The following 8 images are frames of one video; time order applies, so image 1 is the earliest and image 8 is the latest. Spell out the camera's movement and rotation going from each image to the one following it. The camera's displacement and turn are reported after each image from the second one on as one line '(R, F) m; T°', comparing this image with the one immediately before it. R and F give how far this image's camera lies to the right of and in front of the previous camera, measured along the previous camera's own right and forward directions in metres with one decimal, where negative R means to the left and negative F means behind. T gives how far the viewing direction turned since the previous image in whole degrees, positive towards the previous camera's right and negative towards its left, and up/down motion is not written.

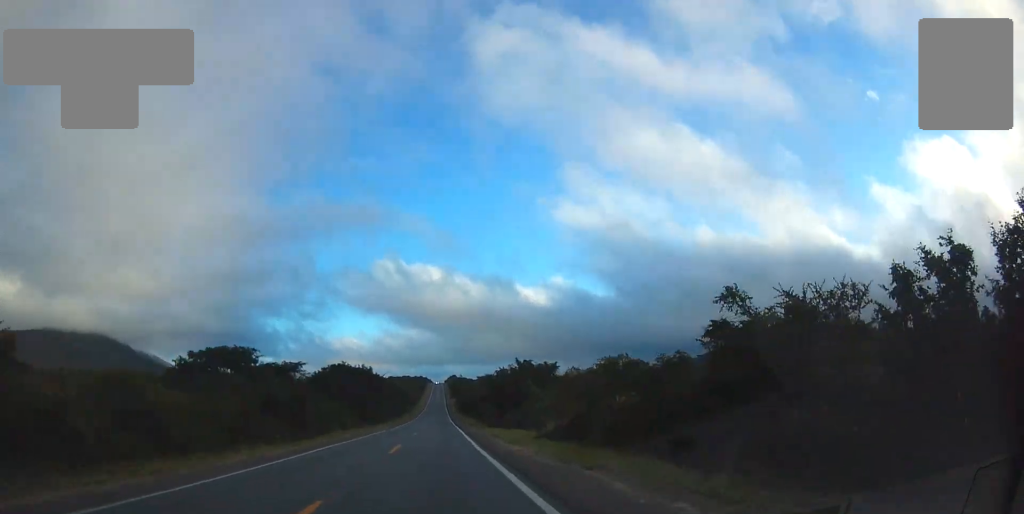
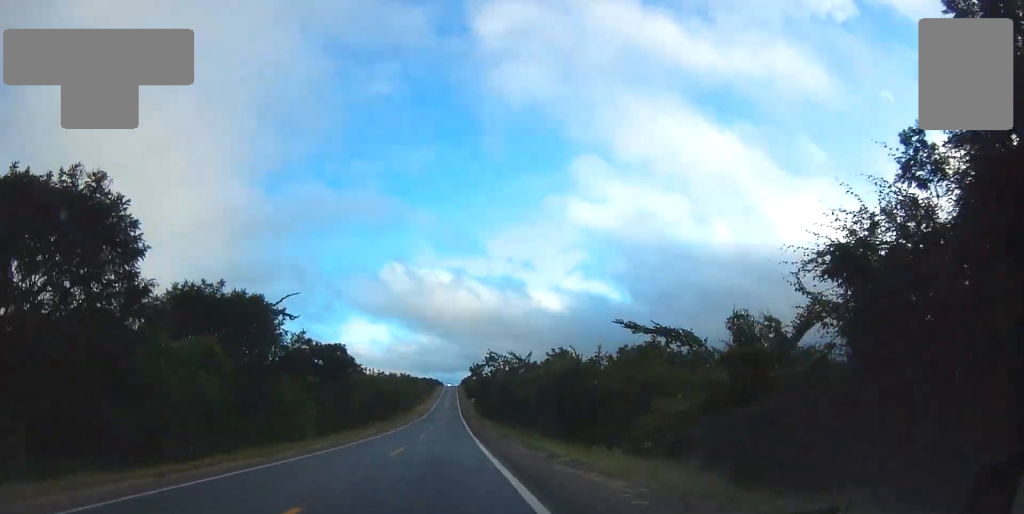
(+0.1, +65.5) m; 0°
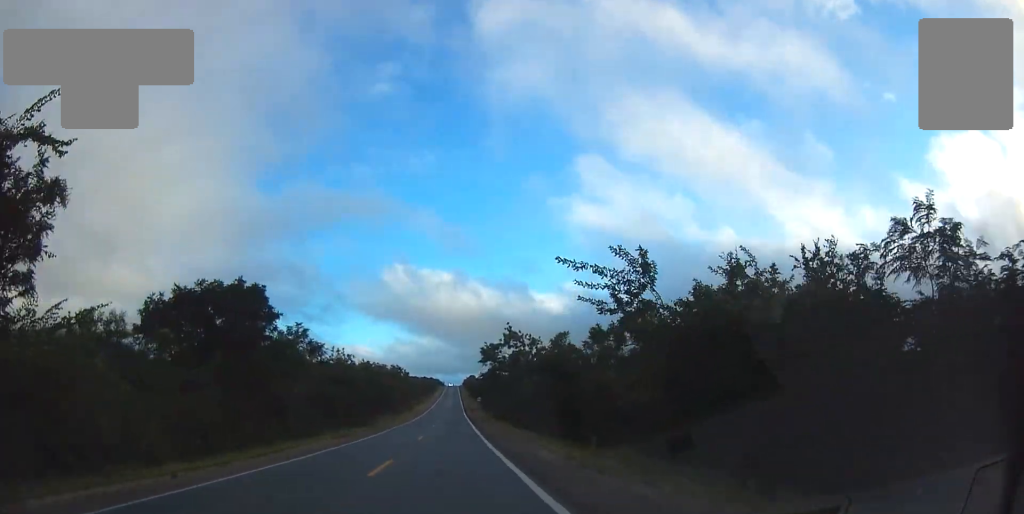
(-0.3, +23.1) m; -1°
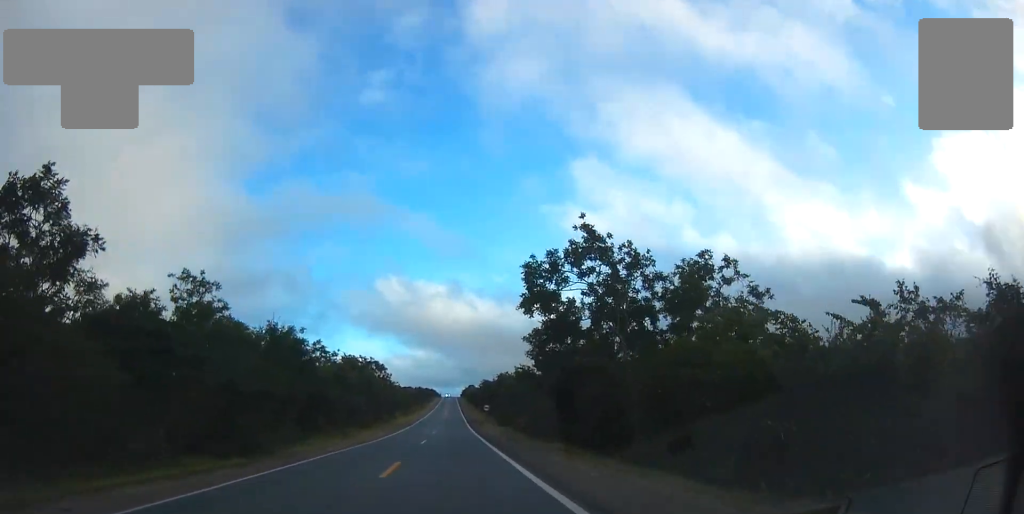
(-0.1, +31.9) m; 0°
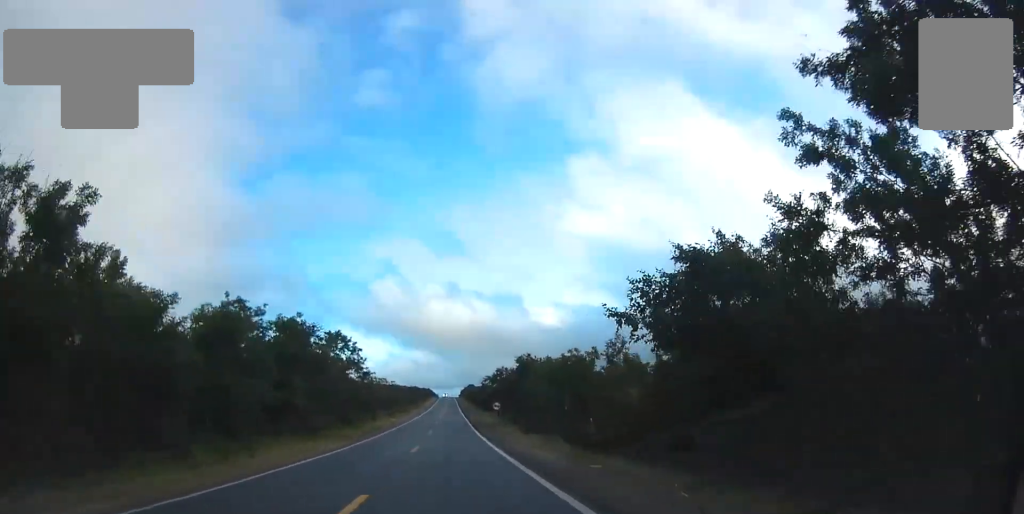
(0.0, +23.5) m; 0°
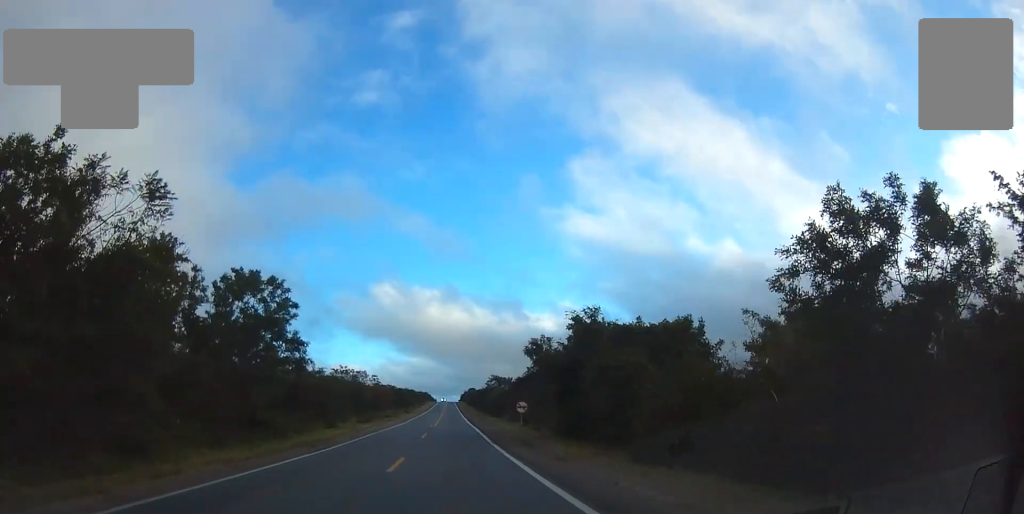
(0.0, +24.6) m; 0°
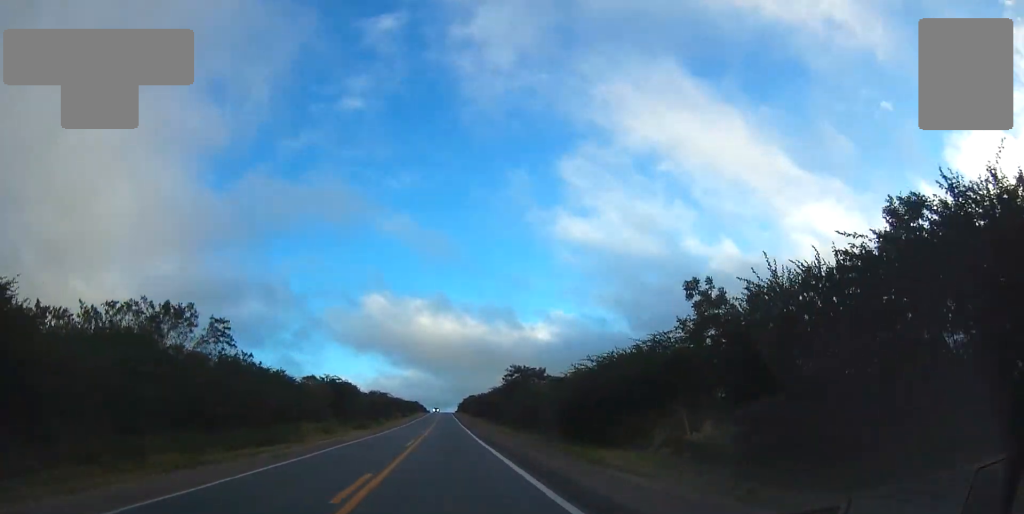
(-0.2, +53.3) m; 0°
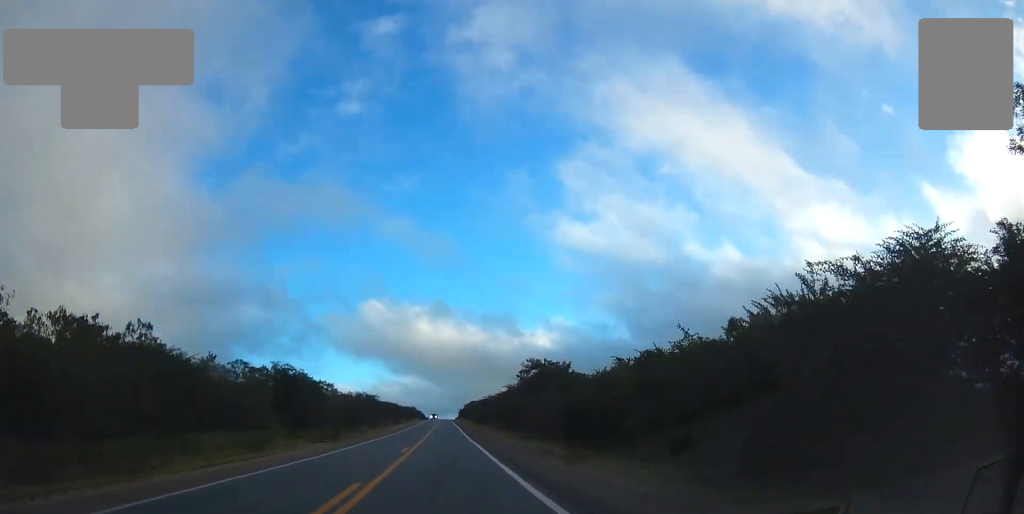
(0.0, +17.8) m; 0°
